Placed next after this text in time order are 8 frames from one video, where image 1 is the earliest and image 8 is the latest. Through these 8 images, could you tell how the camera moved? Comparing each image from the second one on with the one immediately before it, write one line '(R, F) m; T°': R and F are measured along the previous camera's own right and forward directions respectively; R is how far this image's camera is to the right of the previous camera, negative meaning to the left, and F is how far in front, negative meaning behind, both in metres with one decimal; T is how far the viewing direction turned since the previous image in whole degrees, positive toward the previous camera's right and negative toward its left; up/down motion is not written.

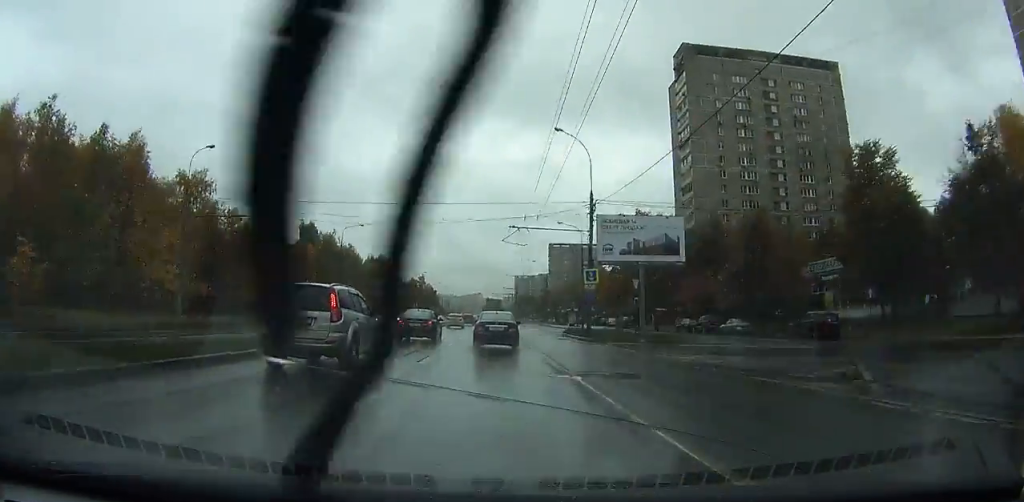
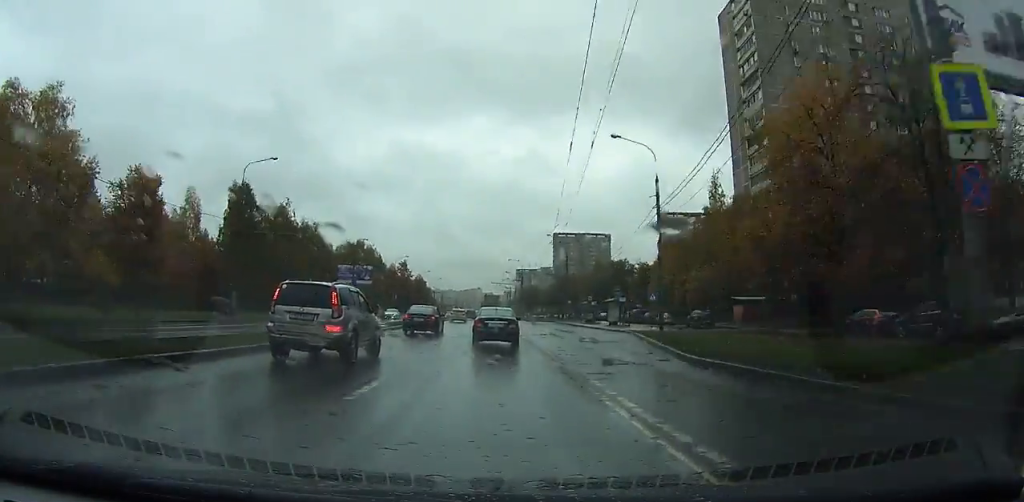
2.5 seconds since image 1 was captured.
(0.0, +30.7) m; 0°
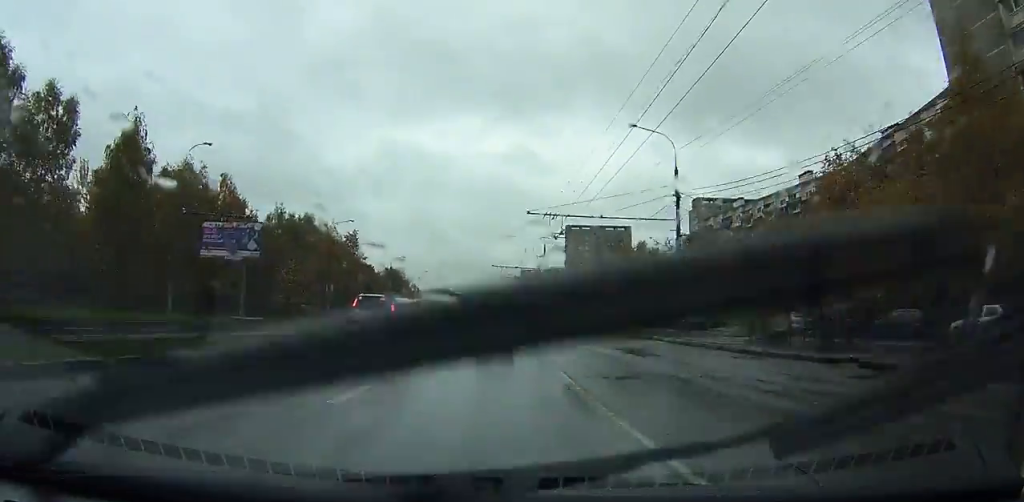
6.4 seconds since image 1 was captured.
(+0.1, +49.7) m; 0°
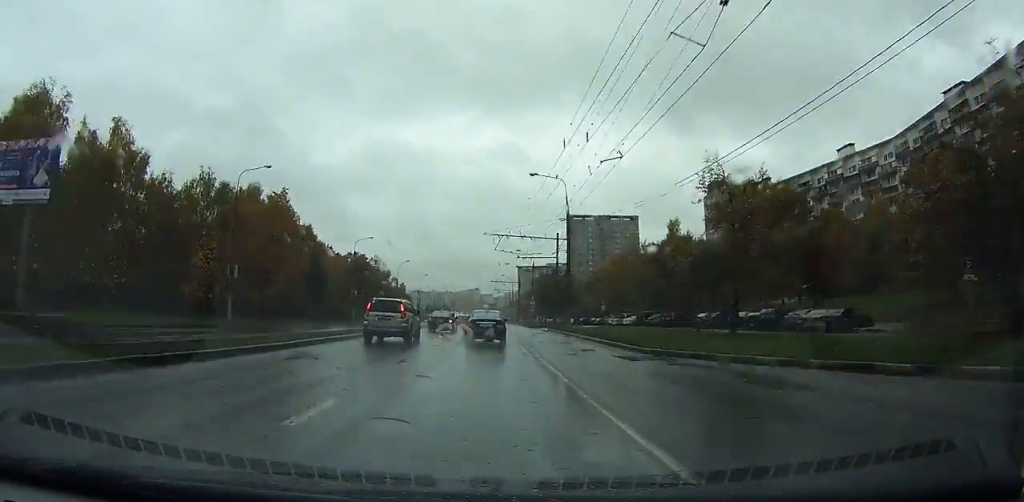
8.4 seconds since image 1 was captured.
(0.0, +26.8) m; 0°
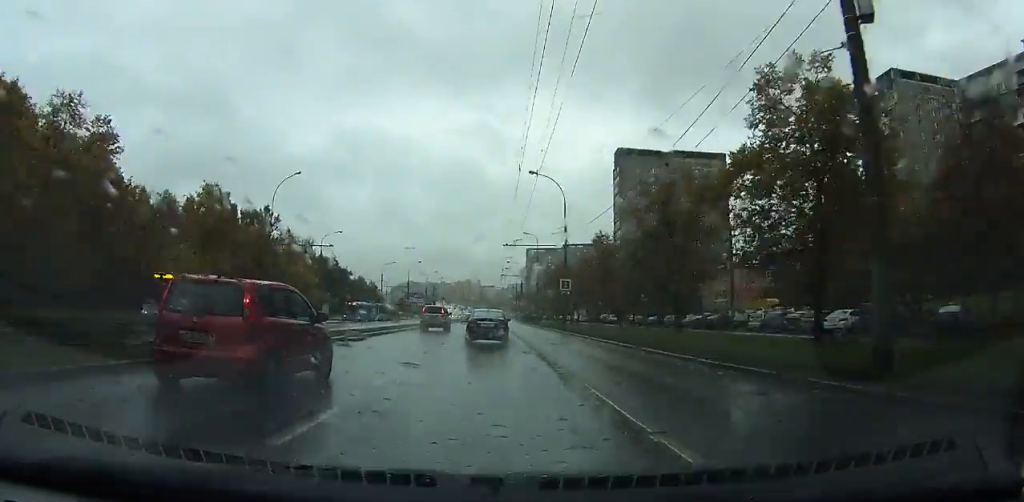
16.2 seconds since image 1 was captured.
(-0.6, +110.3) m; 0°
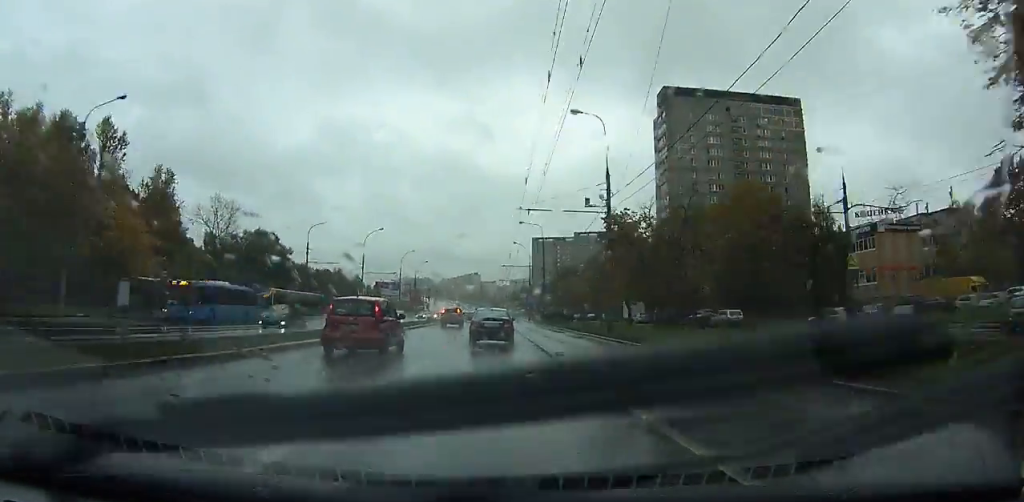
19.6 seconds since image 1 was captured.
(-0.1, +49.8) m; 0°
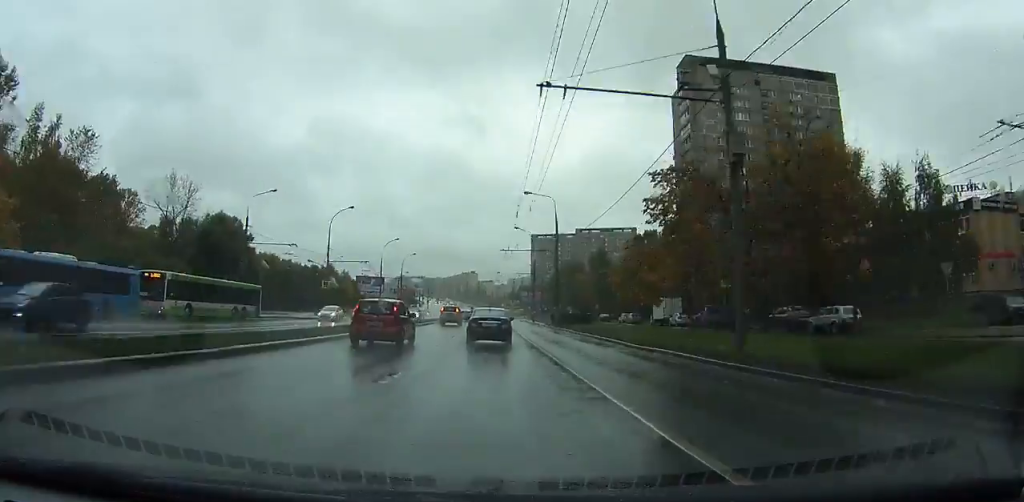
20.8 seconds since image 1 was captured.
(0.0, +17.6) m; 0°
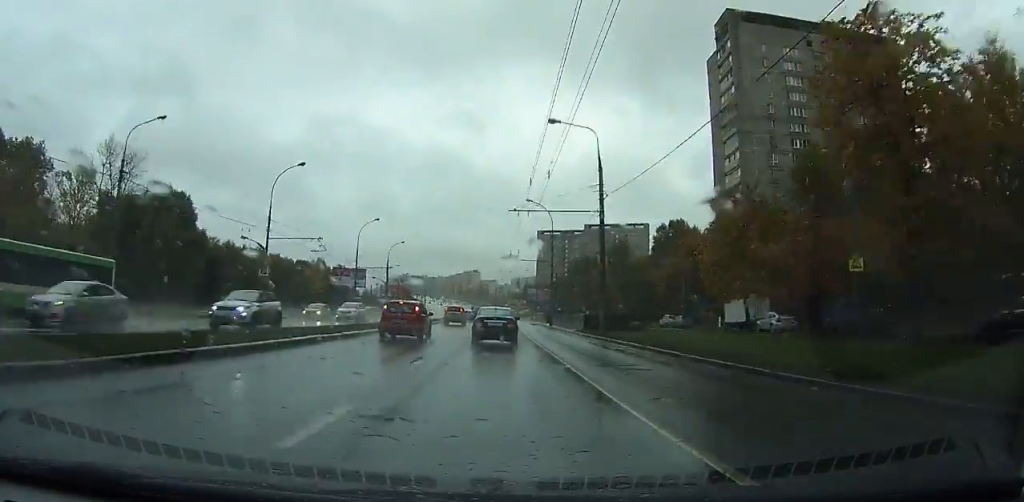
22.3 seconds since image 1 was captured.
(0.0, +22.0) m; 0°
